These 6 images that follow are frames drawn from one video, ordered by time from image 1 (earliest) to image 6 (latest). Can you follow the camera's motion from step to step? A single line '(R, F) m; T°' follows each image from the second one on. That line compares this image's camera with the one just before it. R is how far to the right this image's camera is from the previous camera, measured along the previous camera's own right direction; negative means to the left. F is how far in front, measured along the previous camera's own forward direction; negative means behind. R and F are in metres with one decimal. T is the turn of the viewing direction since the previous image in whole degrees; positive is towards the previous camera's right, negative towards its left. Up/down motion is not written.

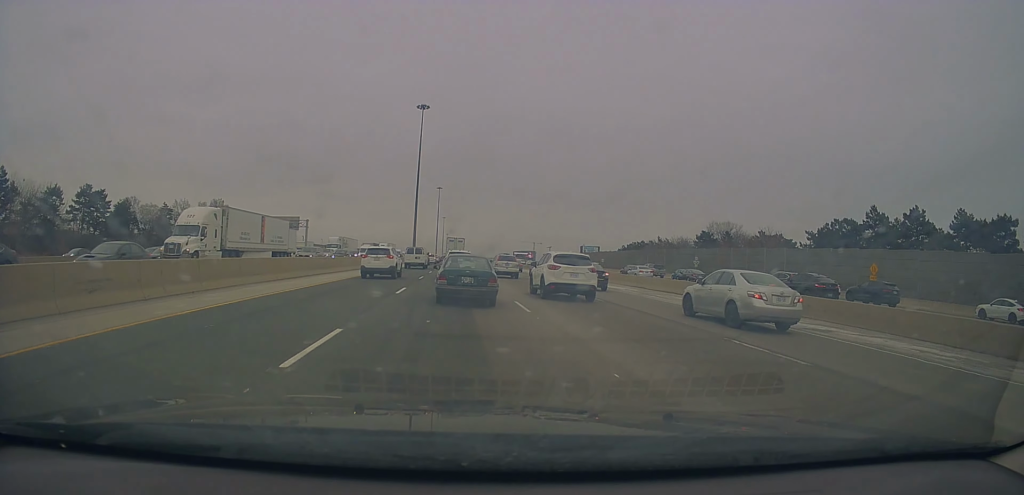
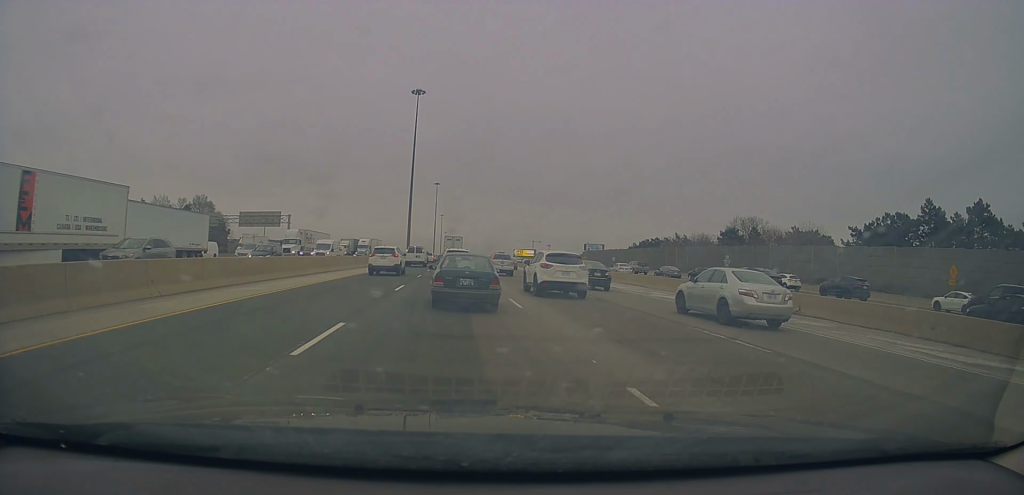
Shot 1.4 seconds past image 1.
(-0.6, +9.0) m; +1°
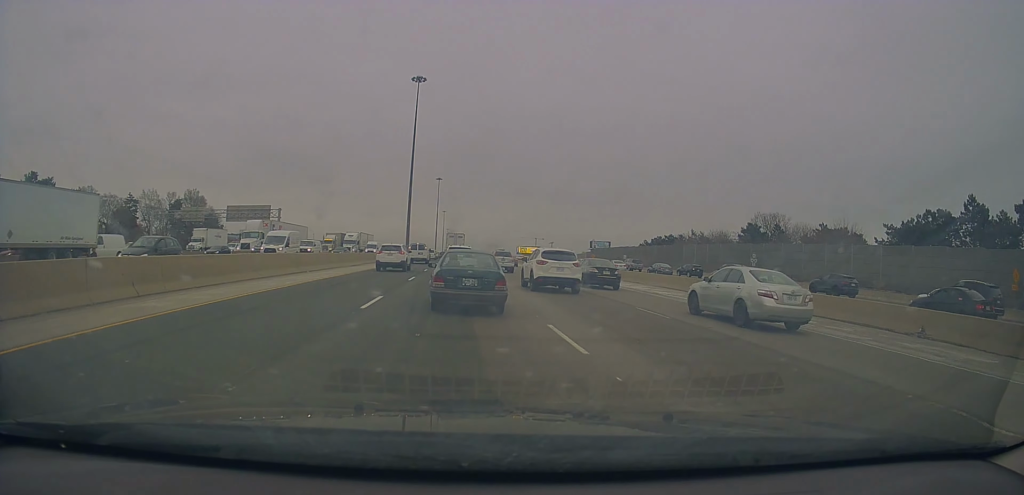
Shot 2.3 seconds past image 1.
(+0.5, +6.1) m; +2°
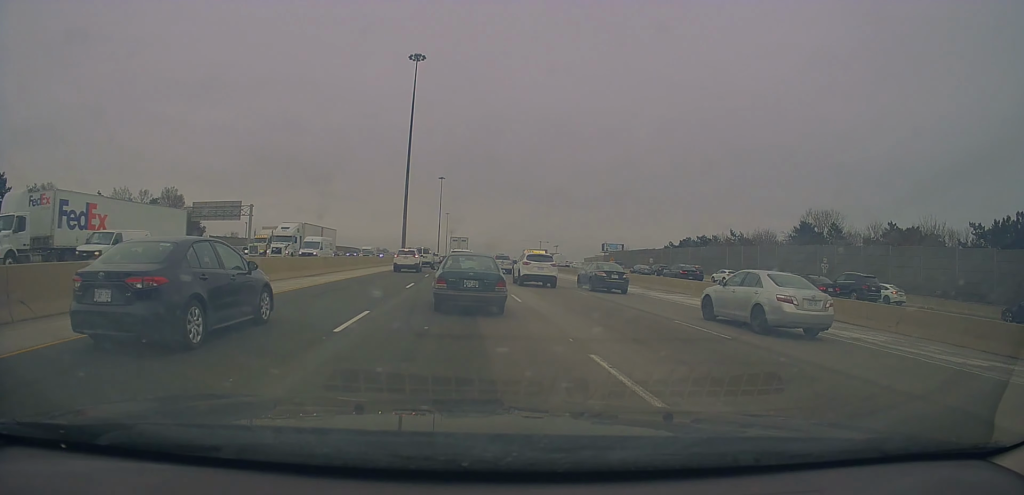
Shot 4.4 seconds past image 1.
(+0.2, +16.9) m; -1°
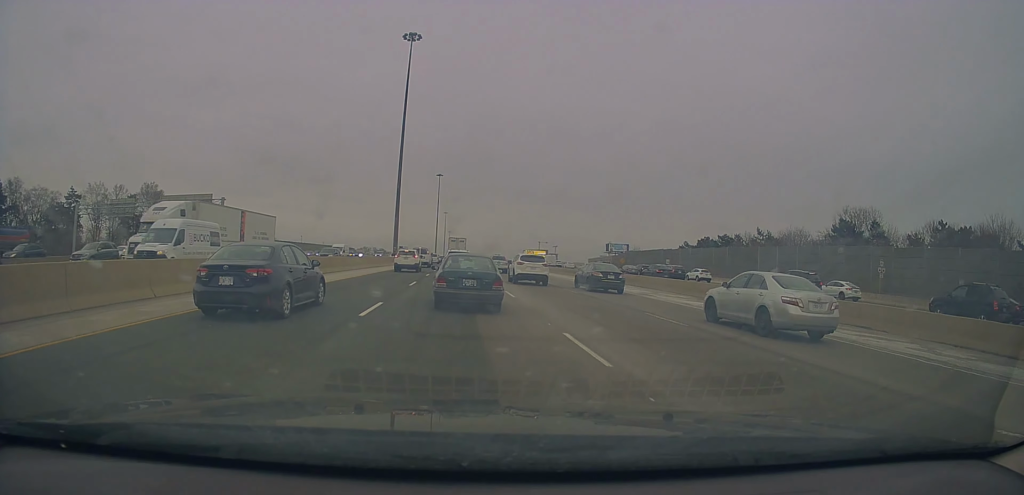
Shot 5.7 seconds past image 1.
(-0.6, +9.6) m; -1°
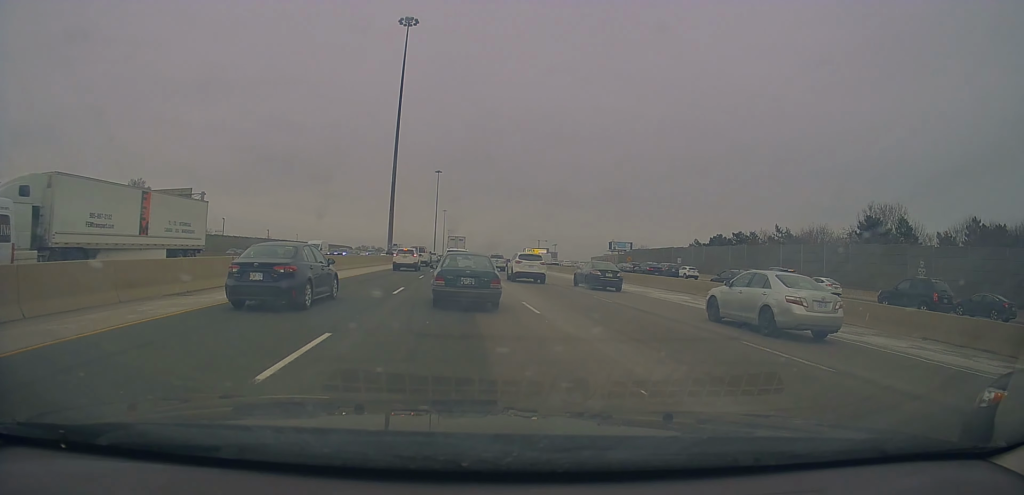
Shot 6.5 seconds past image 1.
(+0.1, +5.3) m; +2°
